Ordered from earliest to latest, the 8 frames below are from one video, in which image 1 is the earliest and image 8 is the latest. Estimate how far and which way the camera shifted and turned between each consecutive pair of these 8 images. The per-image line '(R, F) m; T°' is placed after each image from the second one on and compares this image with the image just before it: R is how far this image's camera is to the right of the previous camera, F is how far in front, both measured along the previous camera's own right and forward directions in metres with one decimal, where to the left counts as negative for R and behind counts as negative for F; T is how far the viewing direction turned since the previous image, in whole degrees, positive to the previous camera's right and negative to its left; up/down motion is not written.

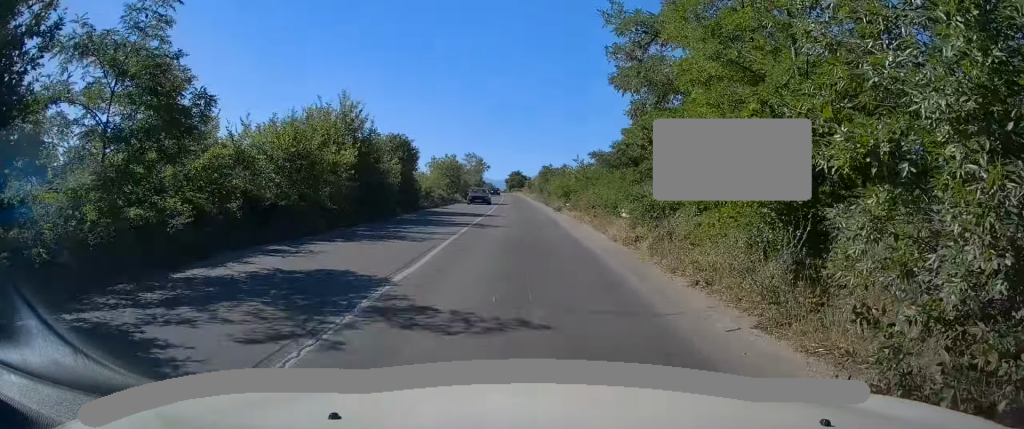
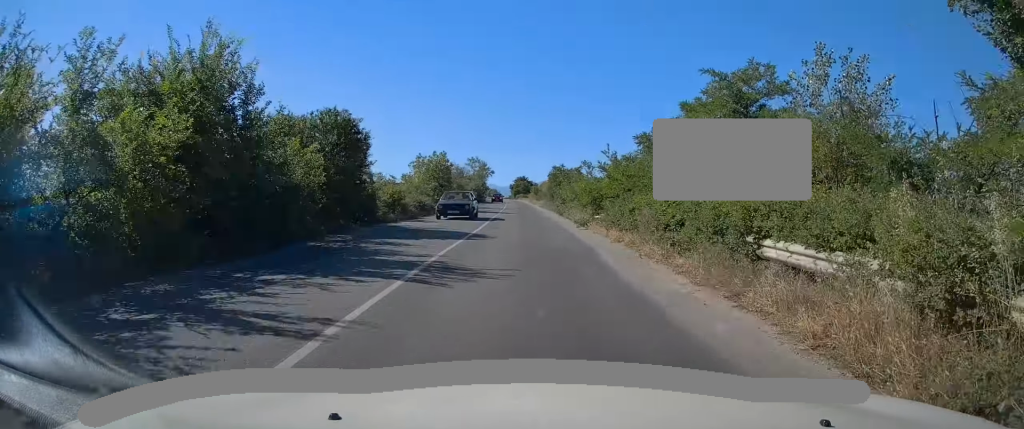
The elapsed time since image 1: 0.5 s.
(+0.1, +10.8) m; 0°
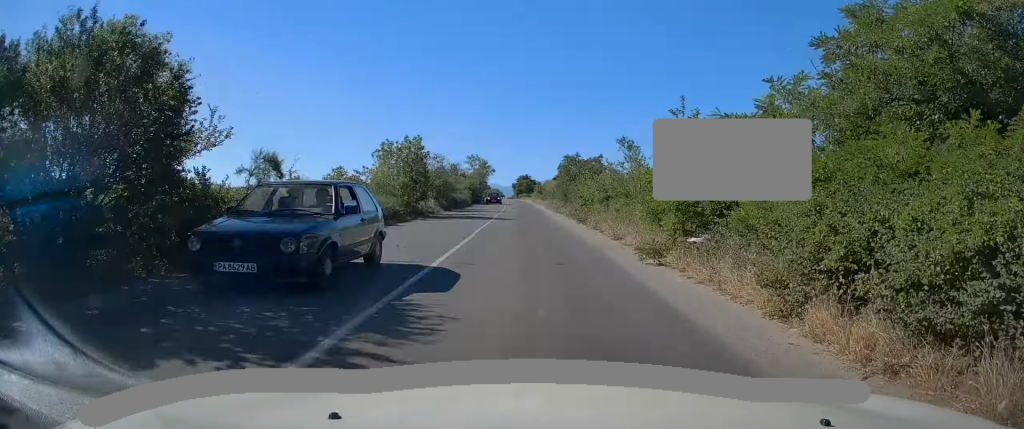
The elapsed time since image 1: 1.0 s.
(-0.1, +11.5) m; 0°
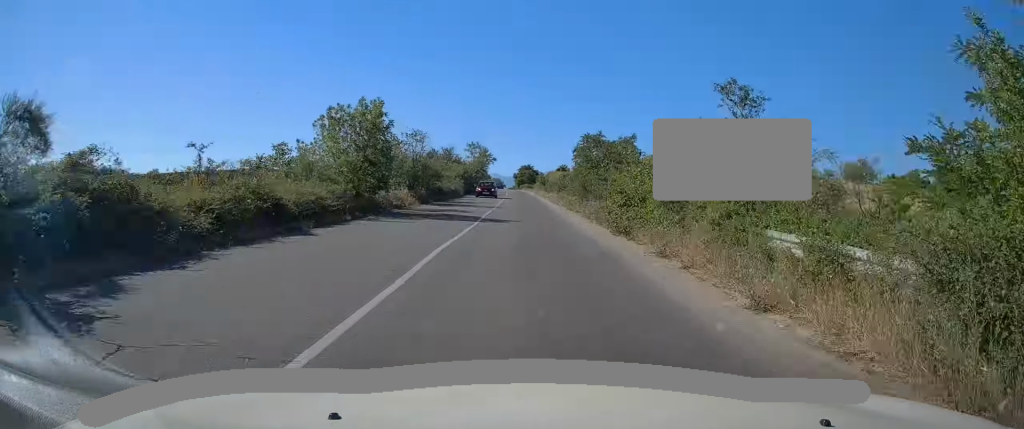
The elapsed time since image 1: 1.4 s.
(-0.1, +9.9) m; 0°
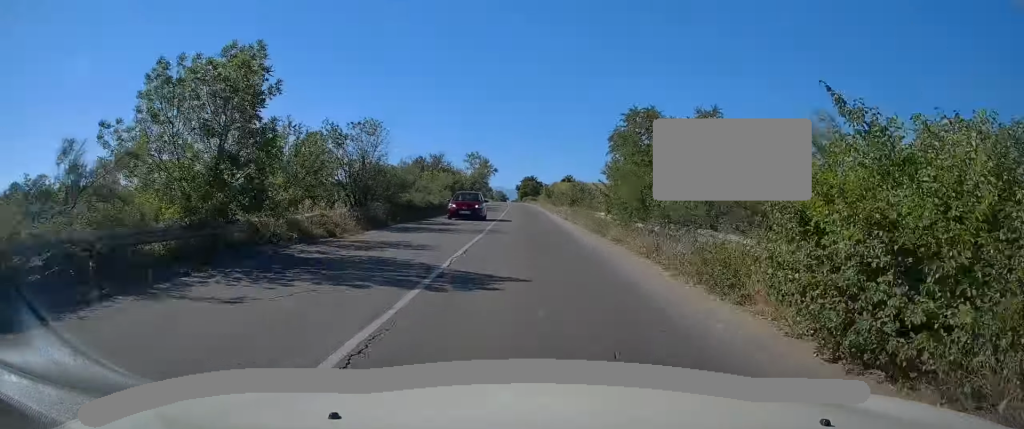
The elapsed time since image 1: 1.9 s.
(0.0, +11.3) m; 0°
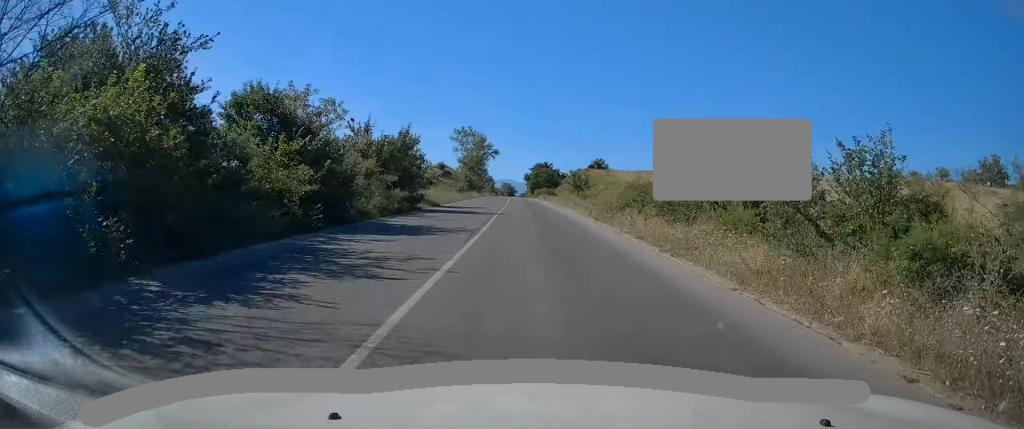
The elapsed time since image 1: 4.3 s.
(-0.4, +52.5) m; -1°
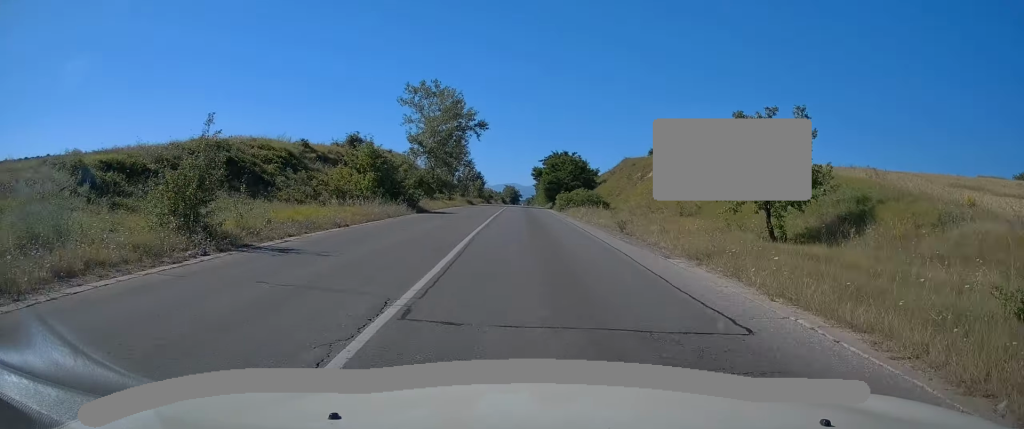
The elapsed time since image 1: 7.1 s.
(-0.4, +57.8) m; -1°
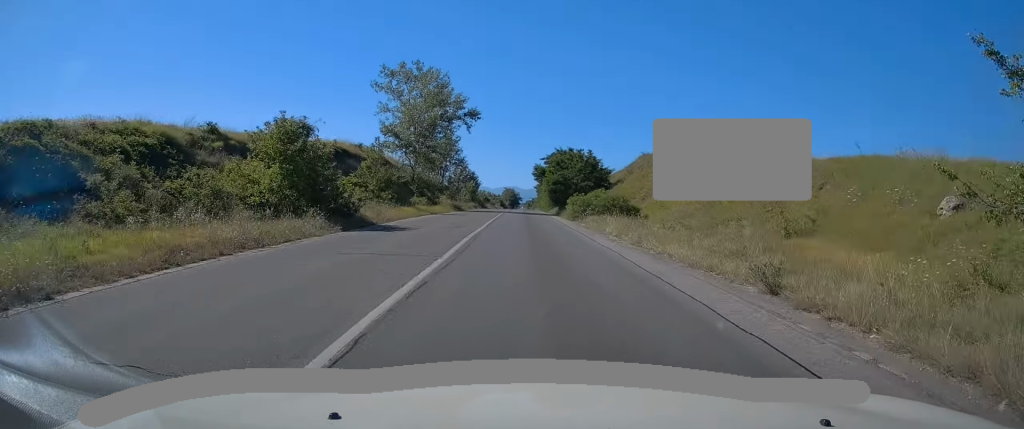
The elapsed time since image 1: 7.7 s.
(0.0, +12.1) m; 0°
